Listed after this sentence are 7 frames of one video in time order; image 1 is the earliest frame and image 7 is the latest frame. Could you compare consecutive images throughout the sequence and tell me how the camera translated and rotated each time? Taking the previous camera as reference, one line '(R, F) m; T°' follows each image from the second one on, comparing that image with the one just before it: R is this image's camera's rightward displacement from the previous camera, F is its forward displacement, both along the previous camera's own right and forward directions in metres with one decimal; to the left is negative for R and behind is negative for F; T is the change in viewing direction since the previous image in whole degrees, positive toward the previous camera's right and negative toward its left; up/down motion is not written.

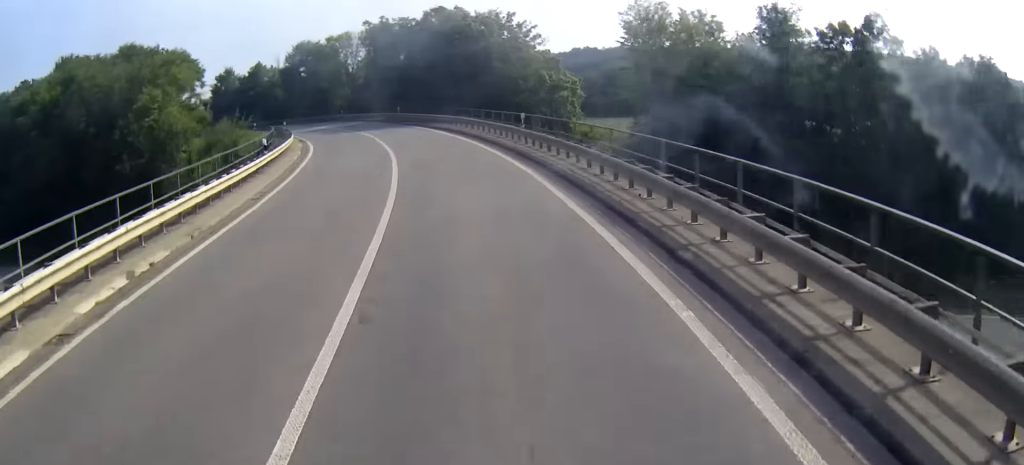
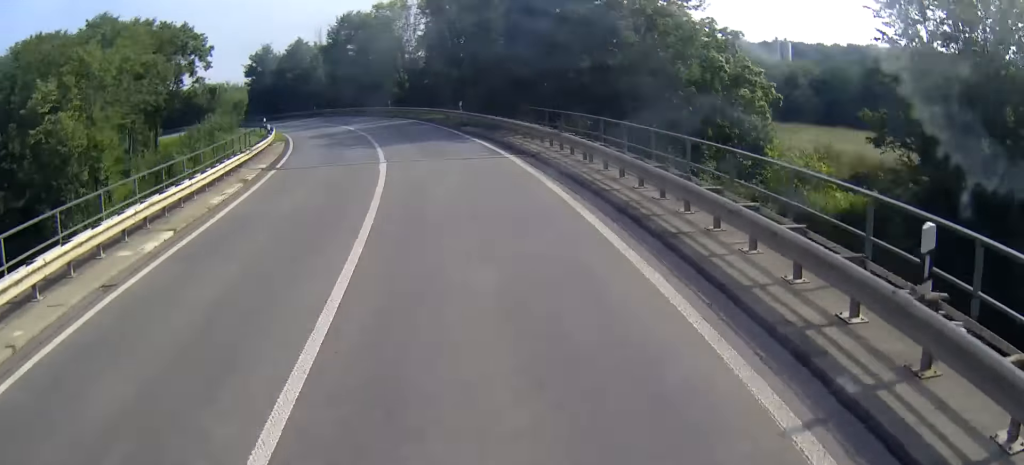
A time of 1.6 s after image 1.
(-1.4, +23.2) m; -7°
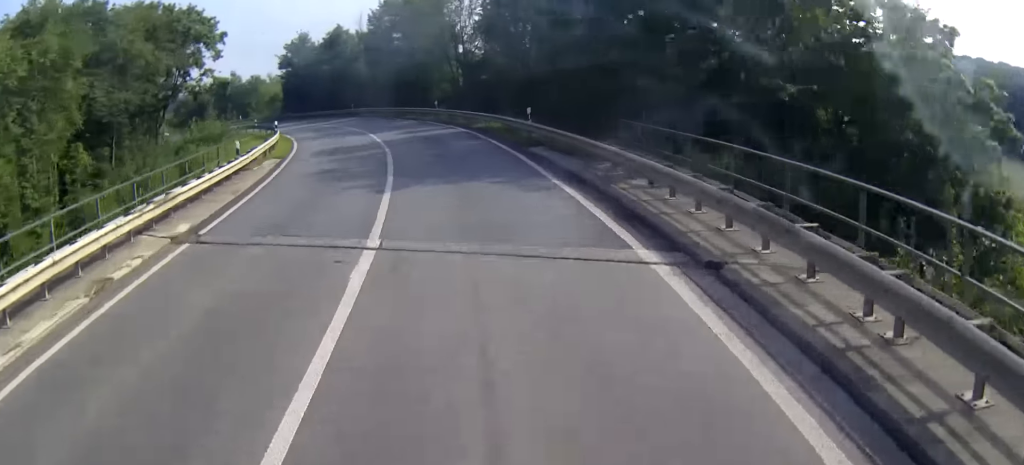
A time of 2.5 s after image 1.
(-0.4, +12.5) m; -4°
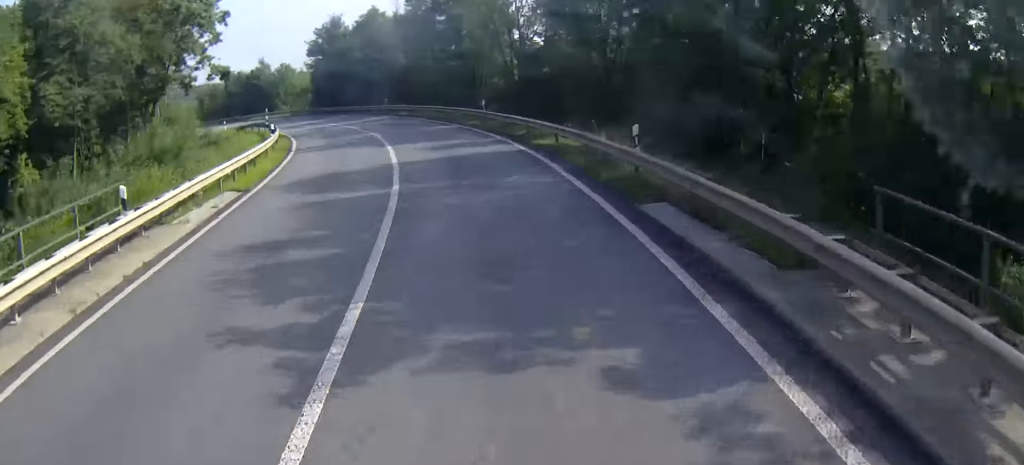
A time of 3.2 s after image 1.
(-0.3, +10.8) m; -4°
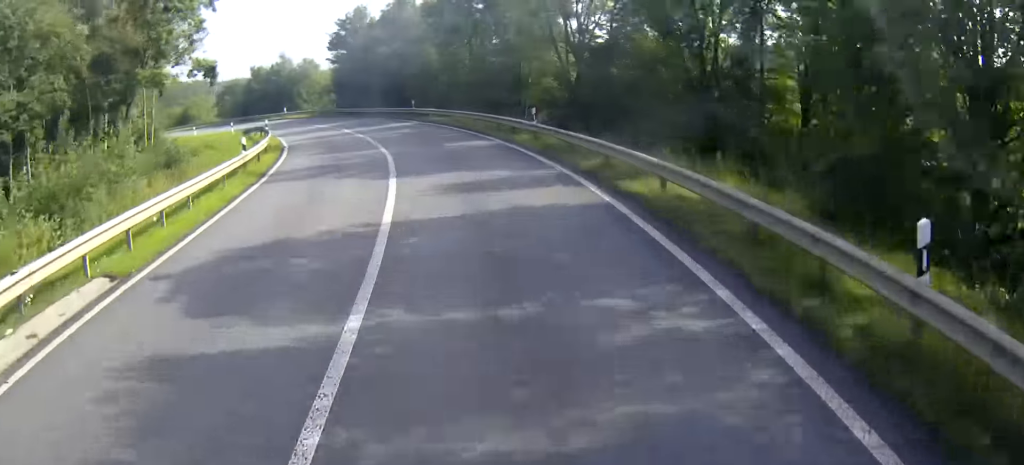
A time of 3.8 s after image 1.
(-0.4, +9.6) m; -3°
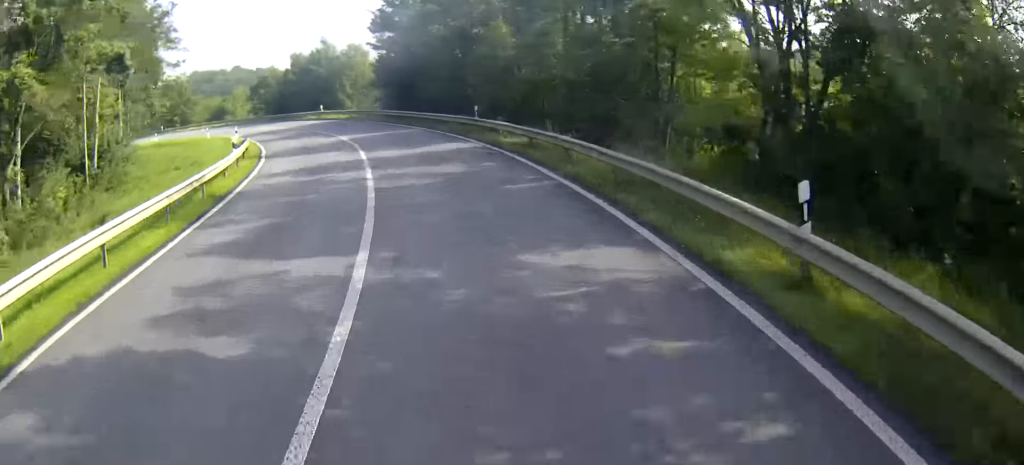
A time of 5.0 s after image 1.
(-0.8, +17.3) m; -6°
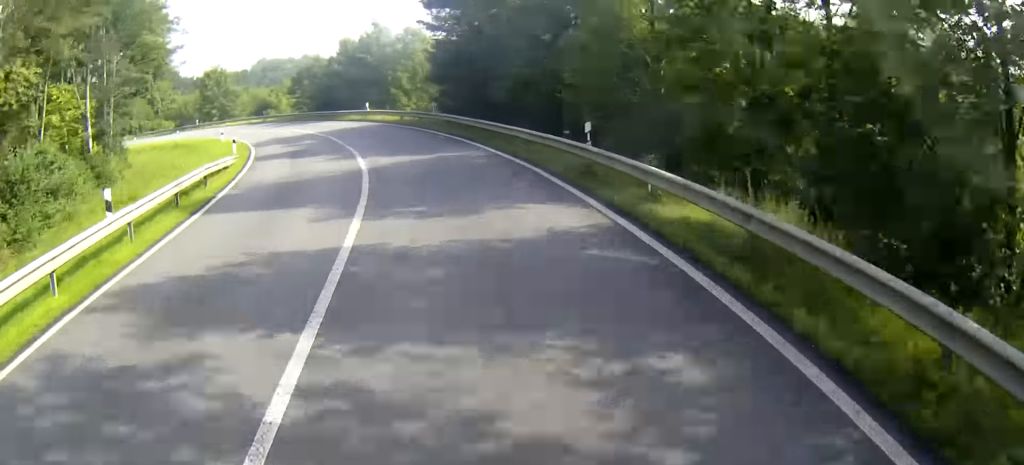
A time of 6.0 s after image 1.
(-0.7, +14.3) m; -6°
